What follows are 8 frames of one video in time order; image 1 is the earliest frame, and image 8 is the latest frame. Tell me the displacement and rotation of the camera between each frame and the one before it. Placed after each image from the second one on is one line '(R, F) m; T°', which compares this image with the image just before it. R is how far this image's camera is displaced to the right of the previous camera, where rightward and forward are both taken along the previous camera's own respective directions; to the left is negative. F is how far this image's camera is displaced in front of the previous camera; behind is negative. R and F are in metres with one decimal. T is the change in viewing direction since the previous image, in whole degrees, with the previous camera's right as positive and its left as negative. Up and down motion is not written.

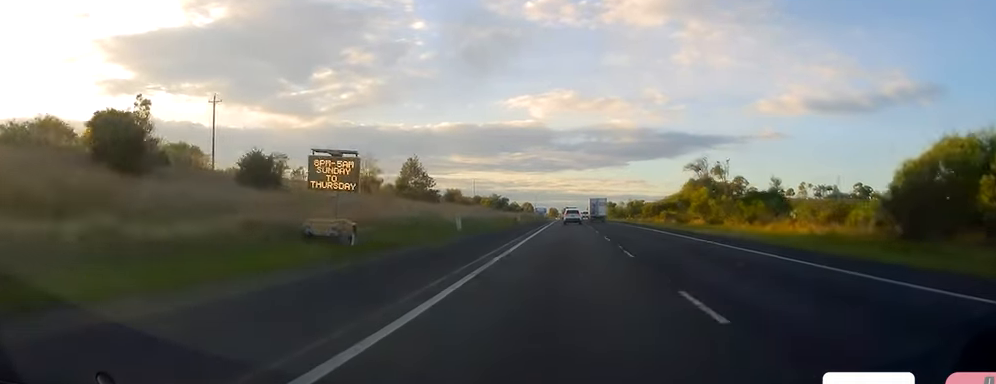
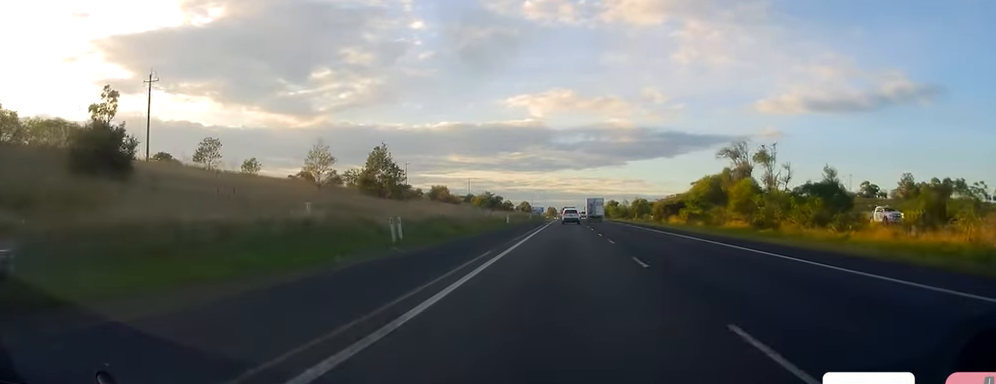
(-0.2, +15.7) m; 0°
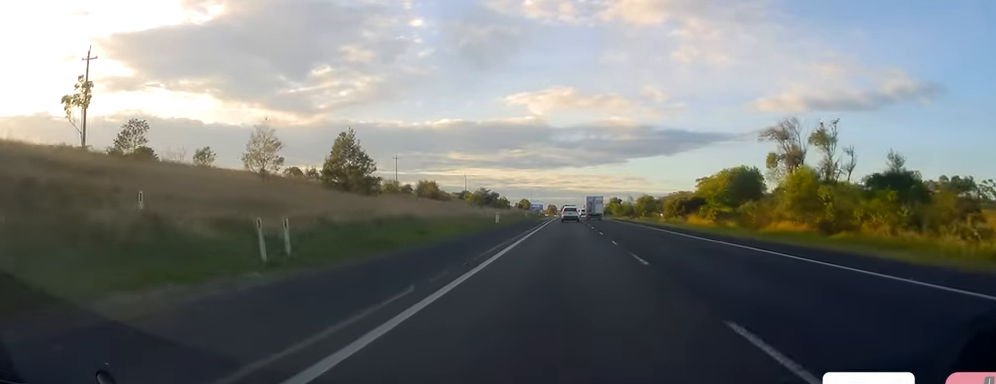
(-0.1, +12.0) m; 0°
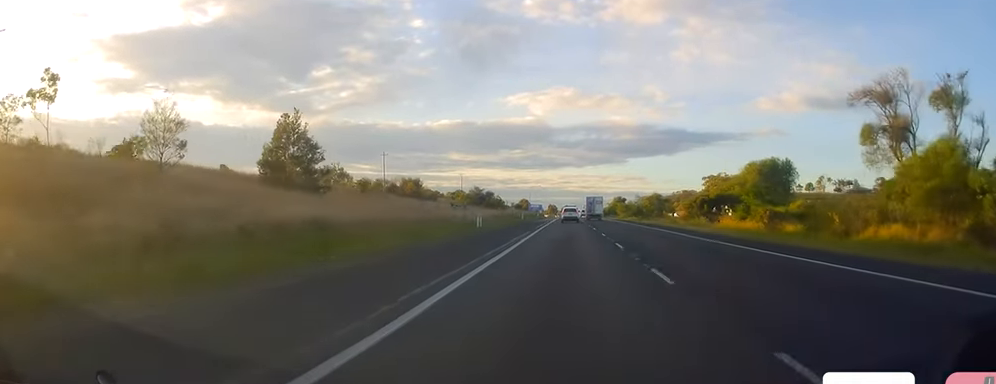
(0.0, +13.8) m; 0°
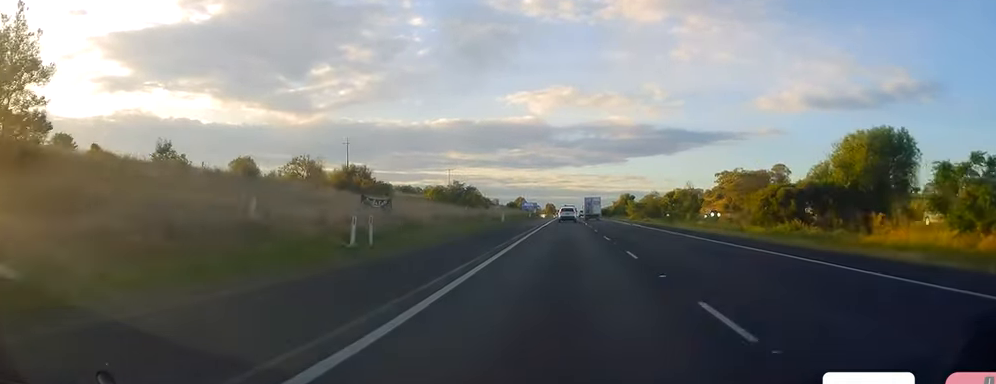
(+0.2, +29.5) m; +1°
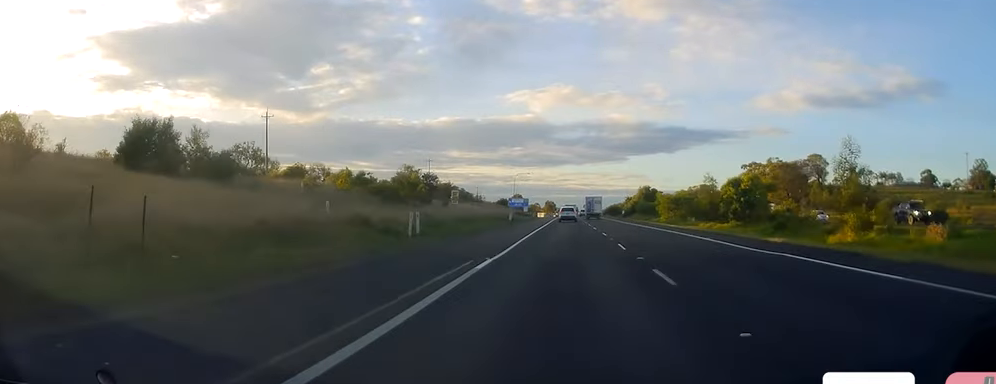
(-0.2, +42.6) m; 0°
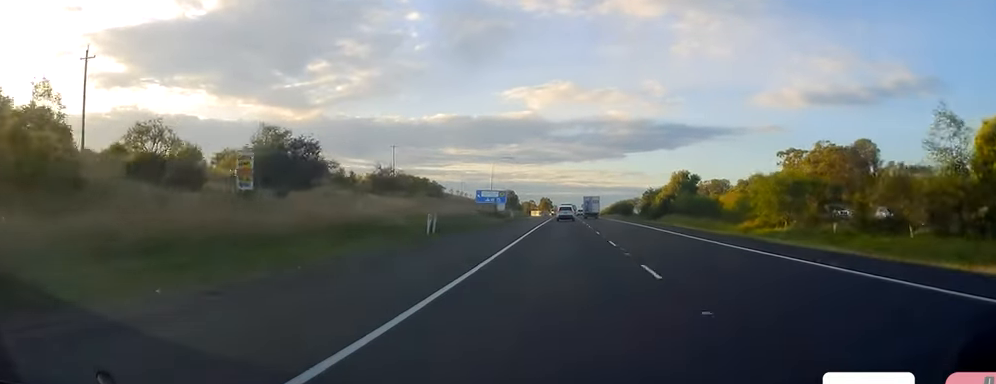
(-1.1, +45.3) m; -2°
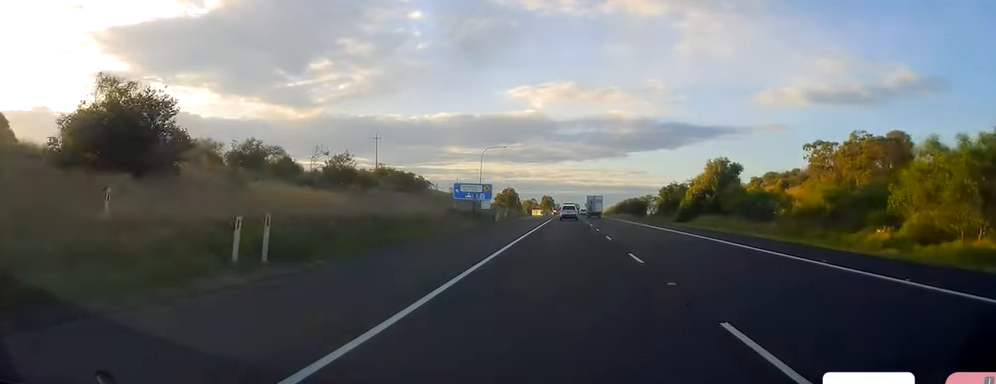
(+0.1, +20.4) m; +1°
